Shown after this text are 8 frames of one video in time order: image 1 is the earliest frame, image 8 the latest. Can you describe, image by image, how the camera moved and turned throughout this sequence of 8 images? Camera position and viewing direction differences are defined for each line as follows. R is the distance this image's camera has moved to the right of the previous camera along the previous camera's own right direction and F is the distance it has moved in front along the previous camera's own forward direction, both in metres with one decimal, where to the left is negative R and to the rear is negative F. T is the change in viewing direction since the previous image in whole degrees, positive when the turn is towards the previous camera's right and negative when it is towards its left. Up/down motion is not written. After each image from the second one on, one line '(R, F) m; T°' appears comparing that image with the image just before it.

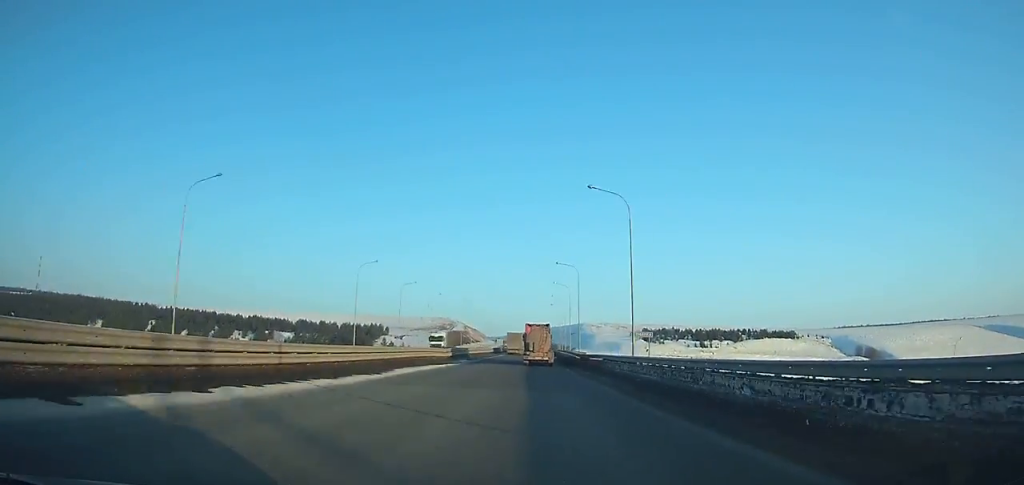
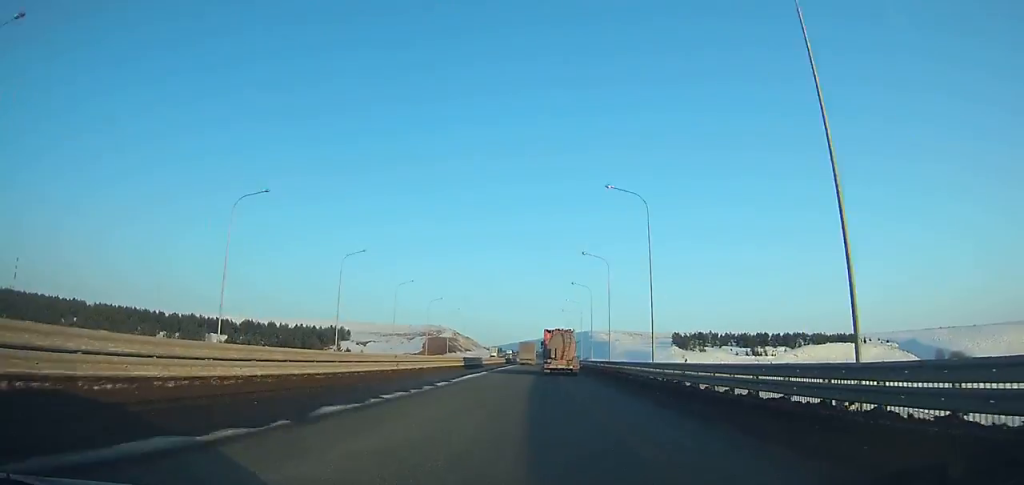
(+0.1, +61.8) m; +1°
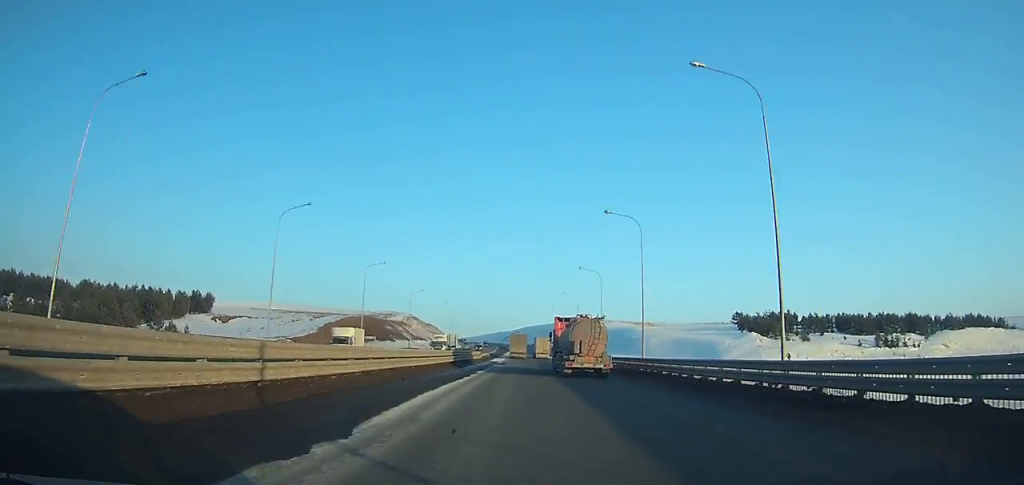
(+1.6, +88.8) m; +1°
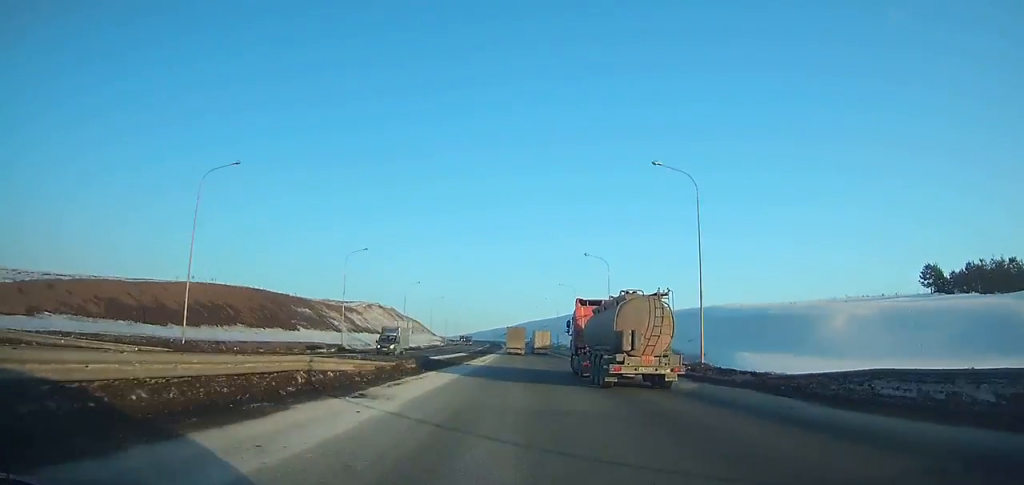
(+0.3, +74.2) m; 0°
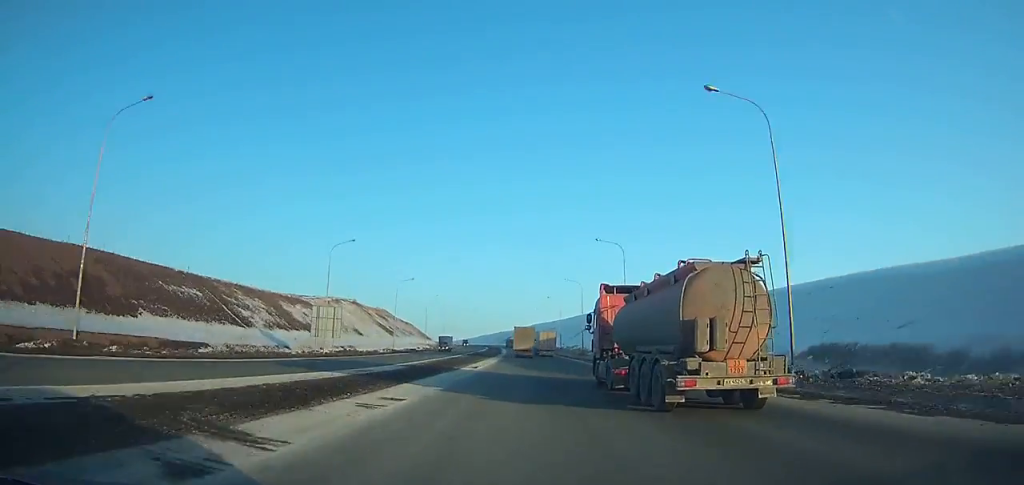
(+0.1, +44.5) m; 0°
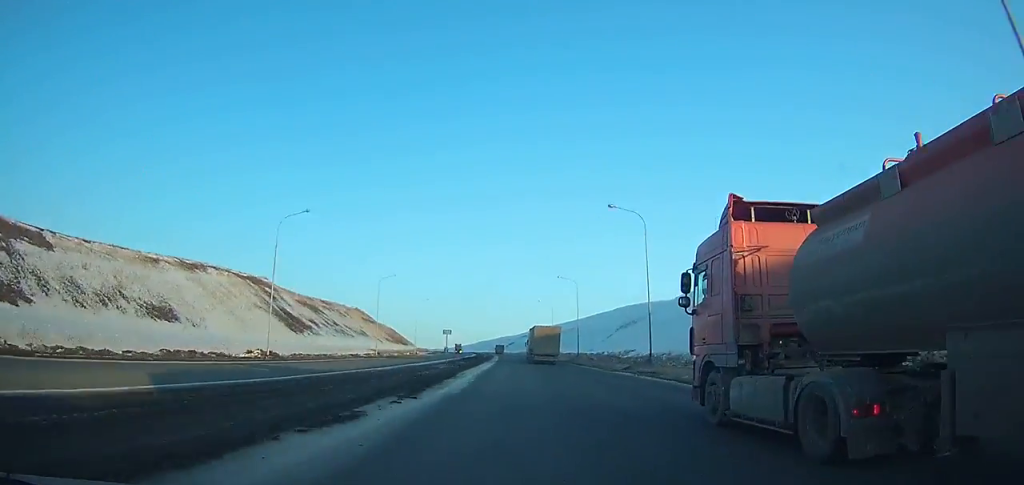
(-0.7, +82.4) m; -1°
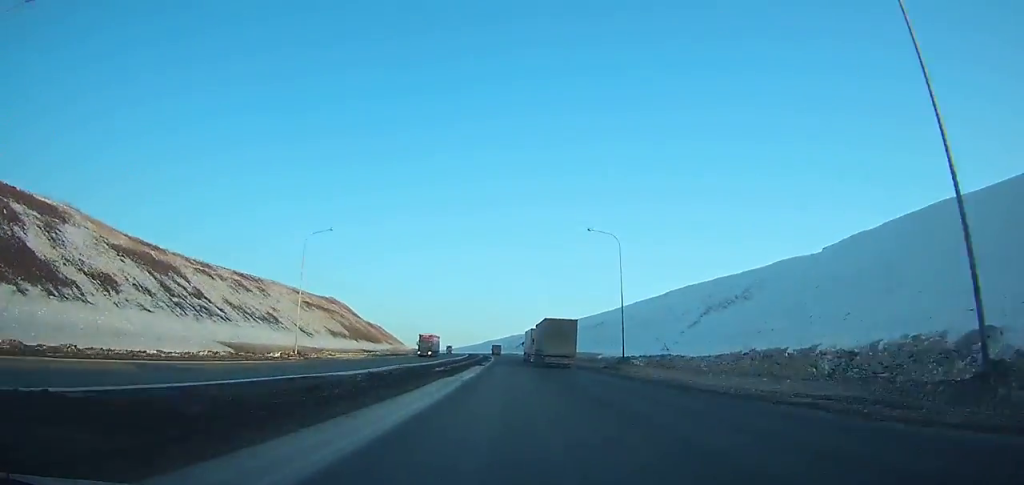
(-1.0, +73.0) m; -1°
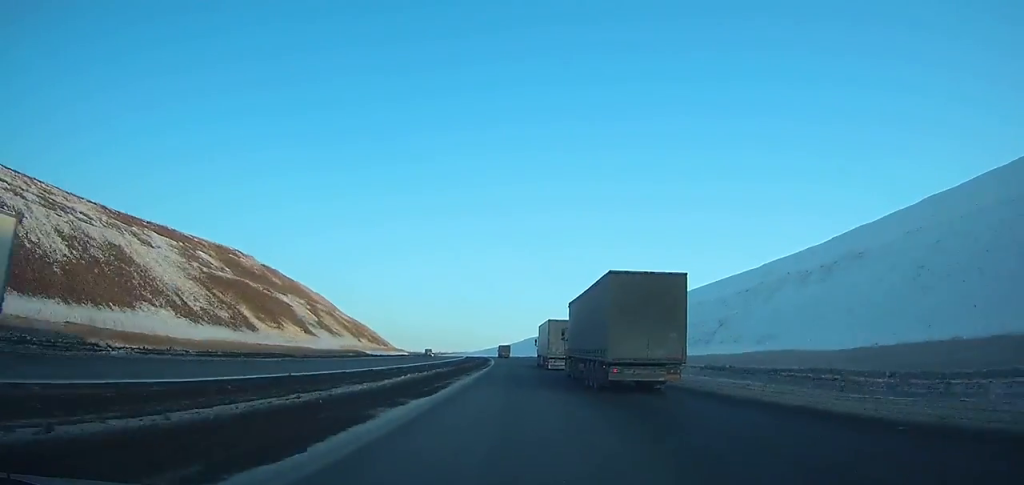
(-4.5, +152.0) m; -4°
